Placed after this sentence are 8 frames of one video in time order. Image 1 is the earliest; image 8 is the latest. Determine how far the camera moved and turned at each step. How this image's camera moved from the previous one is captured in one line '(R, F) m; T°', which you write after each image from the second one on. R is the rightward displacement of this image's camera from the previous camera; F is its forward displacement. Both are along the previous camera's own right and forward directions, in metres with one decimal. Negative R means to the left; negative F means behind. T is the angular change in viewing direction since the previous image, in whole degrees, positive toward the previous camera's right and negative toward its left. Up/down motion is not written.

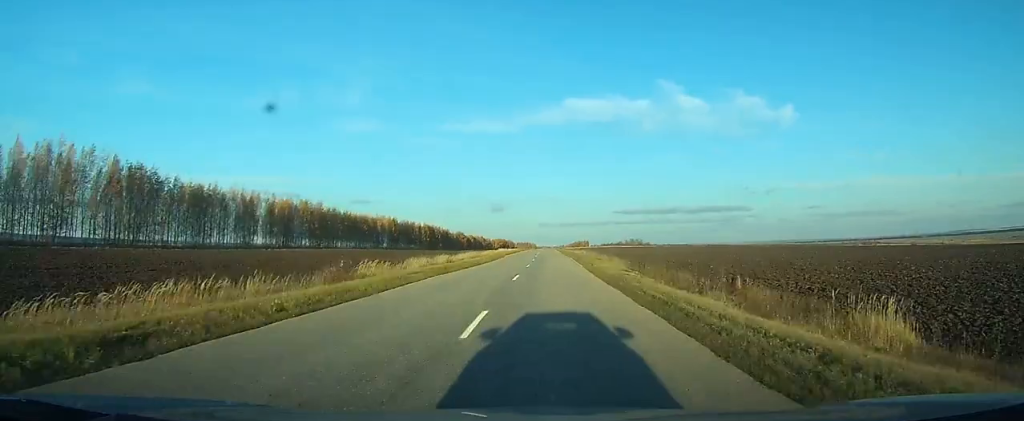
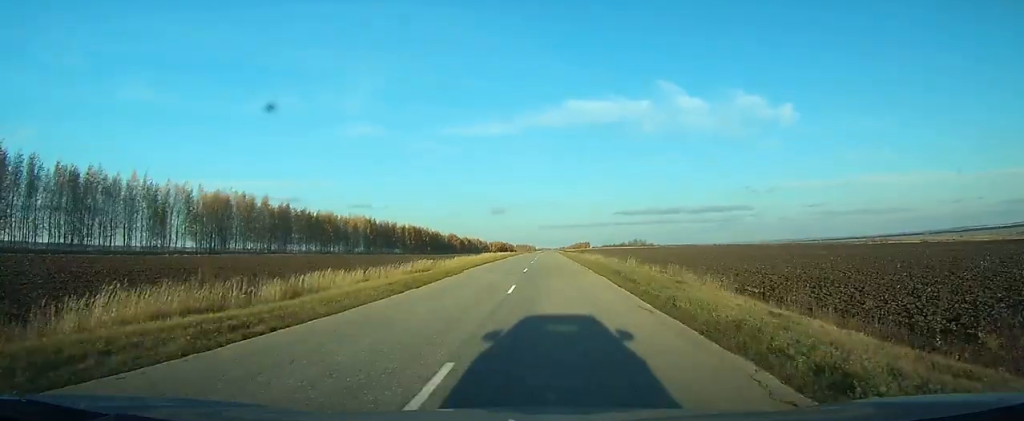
(0.0, +29.3) m; 0°
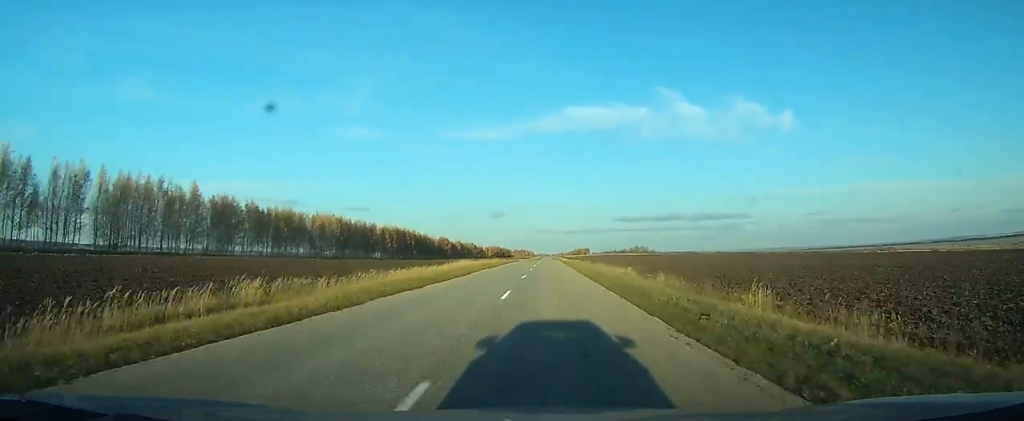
(0.0, +25.5) m; 0°
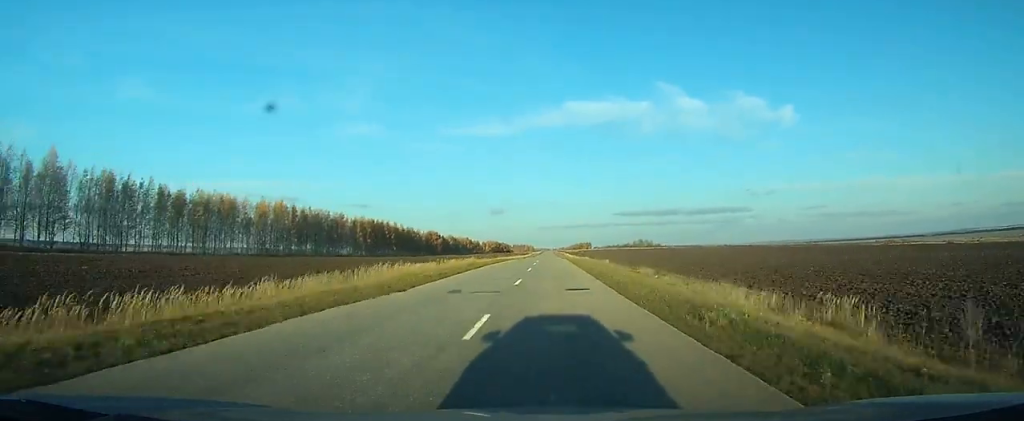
(0.0, +31.5) m; 0°
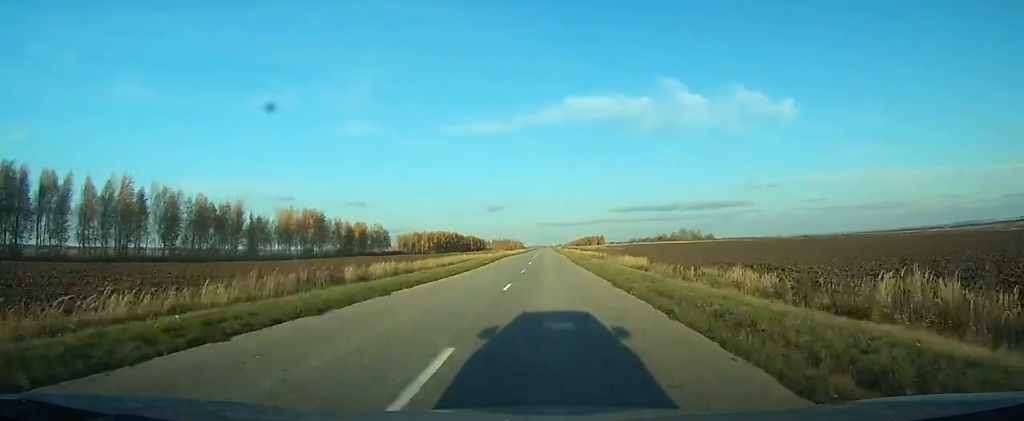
(-0.2, +250.3) m; 0°
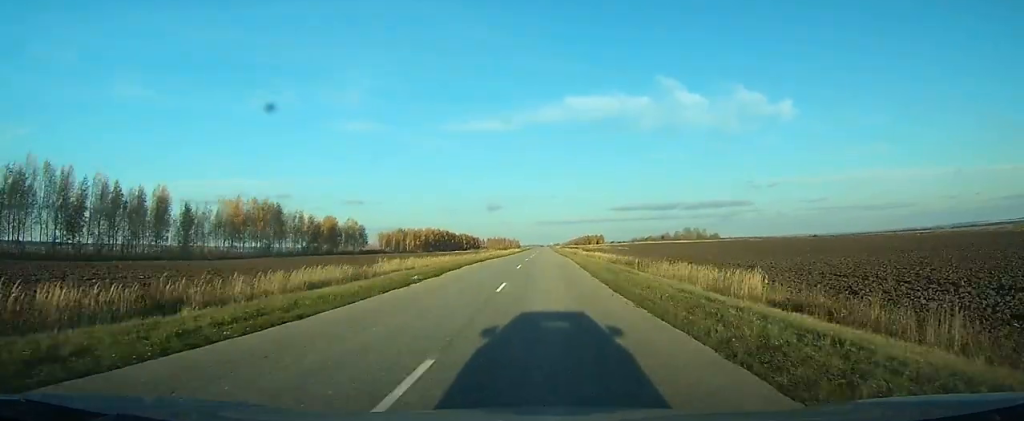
(+0.1, +24.7) m; 0°
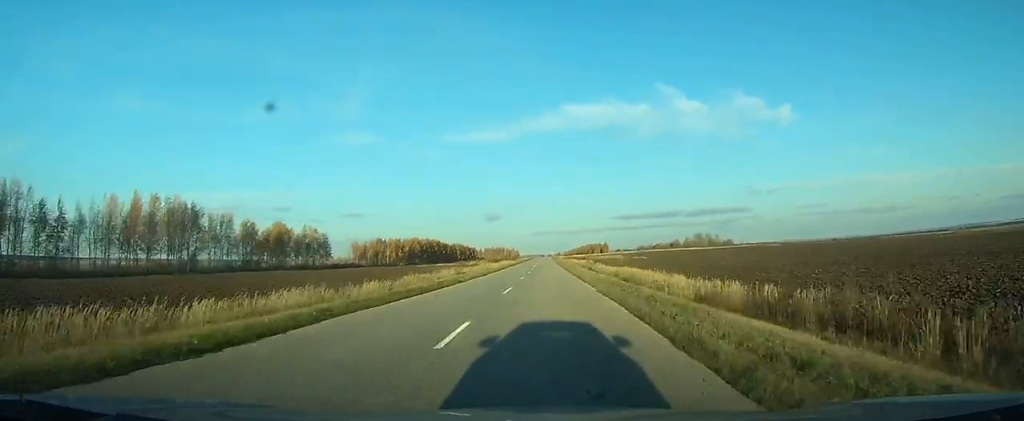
(0.0, +32.8) m; 0°
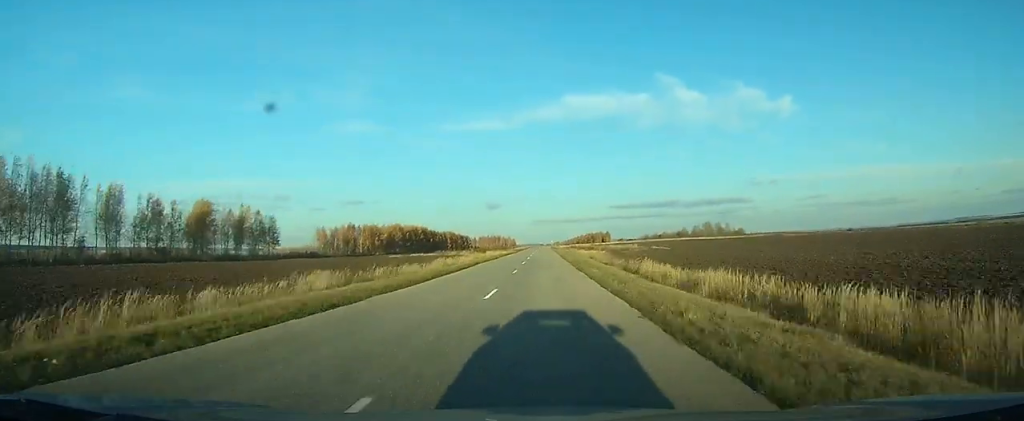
(0.0, +29.5) m; 0°
